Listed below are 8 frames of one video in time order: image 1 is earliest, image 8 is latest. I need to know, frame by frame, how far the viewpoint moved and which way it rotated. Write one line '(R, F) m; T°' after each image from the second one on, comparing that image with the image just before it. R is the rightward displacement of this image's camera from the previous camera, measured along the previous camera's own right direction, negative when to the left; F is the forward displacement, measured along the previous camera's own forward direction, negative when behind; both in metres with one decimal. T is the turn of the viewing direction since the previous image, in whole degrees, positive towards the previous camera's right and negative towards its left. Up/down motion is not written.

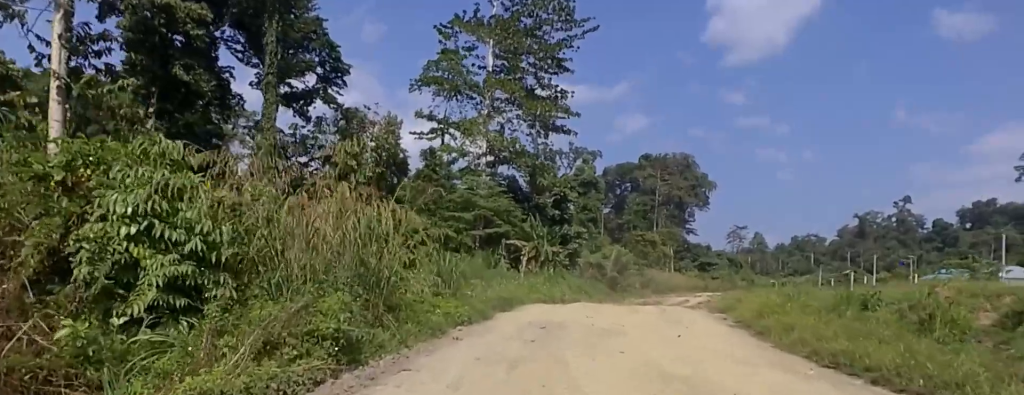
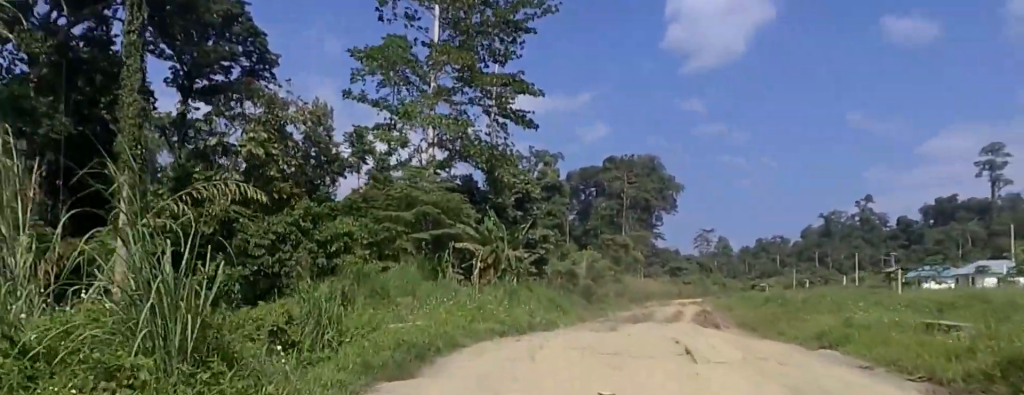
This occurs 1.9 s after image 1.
(0.0, +8.6) m; 0°
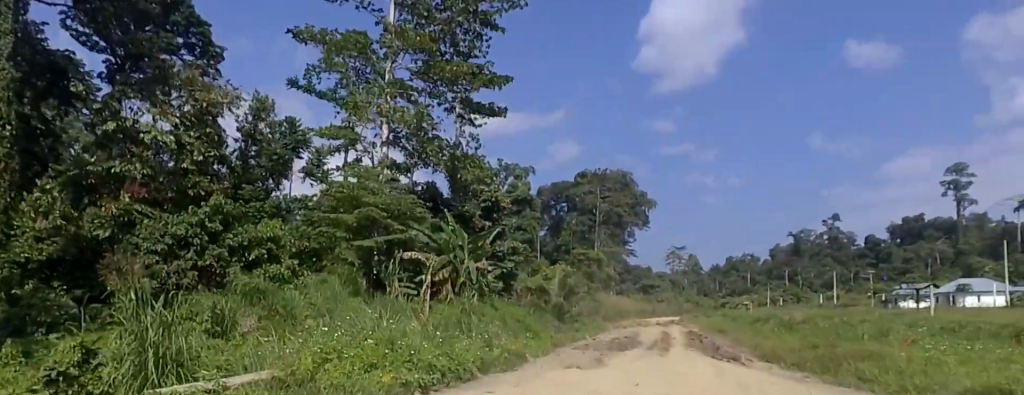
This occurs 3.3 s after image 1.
(0.0, +5.3) m; +7°
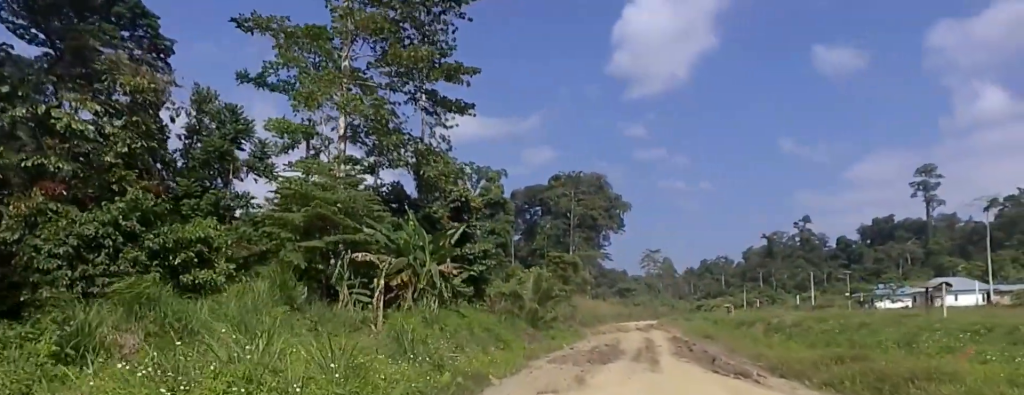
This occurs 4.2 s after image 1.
(+0.3, +3.1) m; +11°
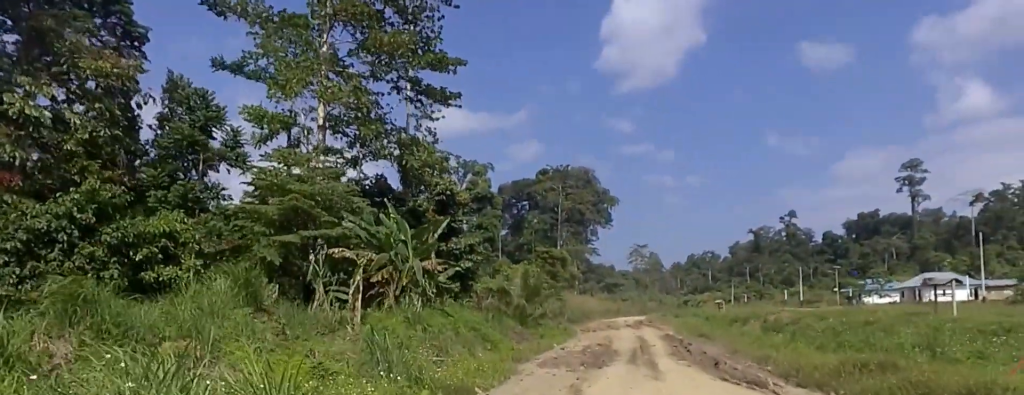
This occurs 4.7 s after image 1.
(+0.2, +1.8) m; +7°
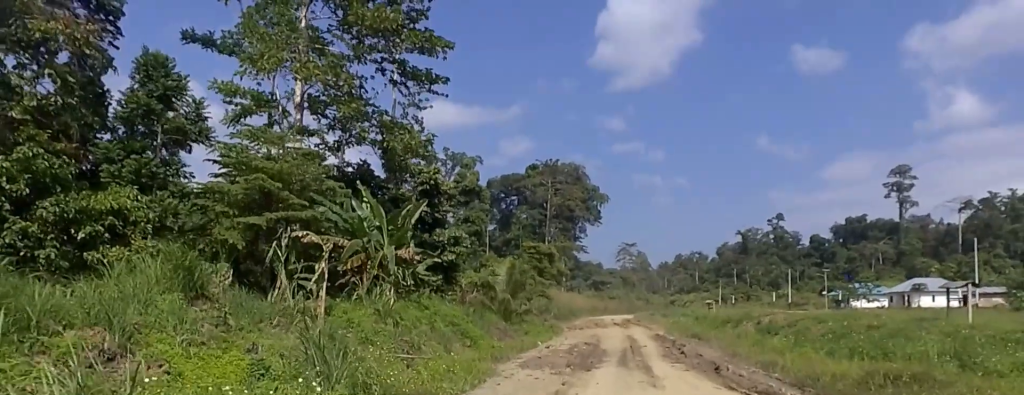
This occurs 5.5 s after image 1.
(0.0, +2.4) m; 0°
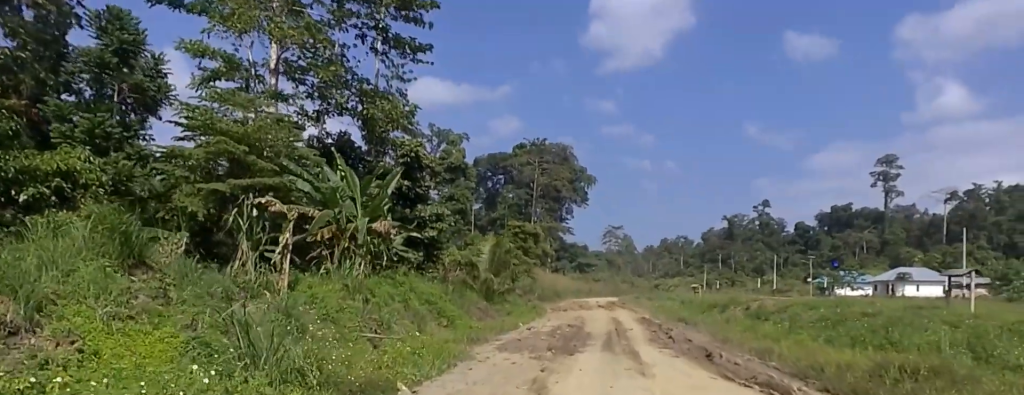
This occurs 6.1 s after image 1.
(0.0, +1.7) m; 0°
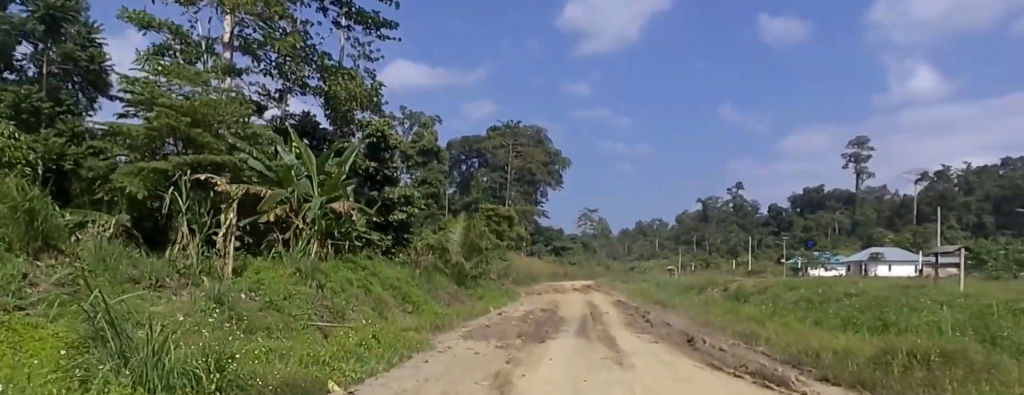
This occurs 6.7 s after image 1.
(0.0, +1.6) m; 0°
